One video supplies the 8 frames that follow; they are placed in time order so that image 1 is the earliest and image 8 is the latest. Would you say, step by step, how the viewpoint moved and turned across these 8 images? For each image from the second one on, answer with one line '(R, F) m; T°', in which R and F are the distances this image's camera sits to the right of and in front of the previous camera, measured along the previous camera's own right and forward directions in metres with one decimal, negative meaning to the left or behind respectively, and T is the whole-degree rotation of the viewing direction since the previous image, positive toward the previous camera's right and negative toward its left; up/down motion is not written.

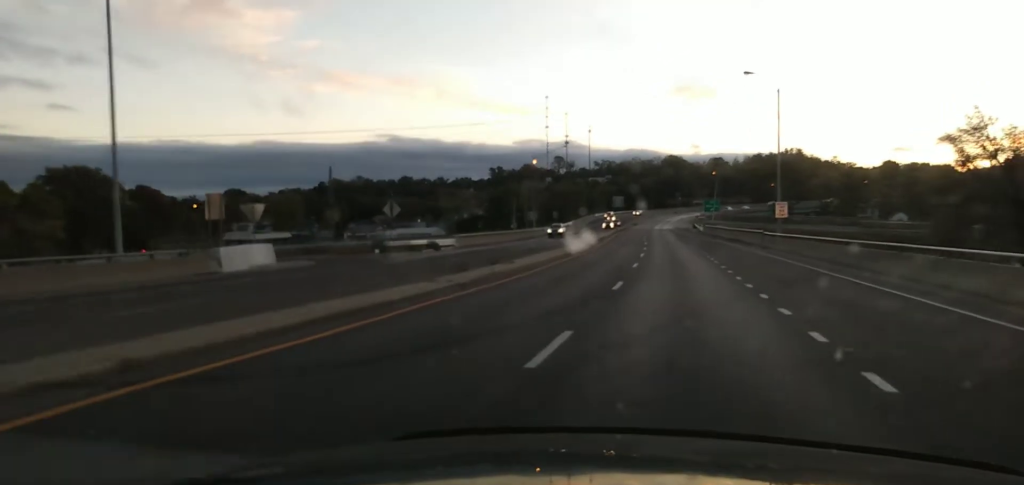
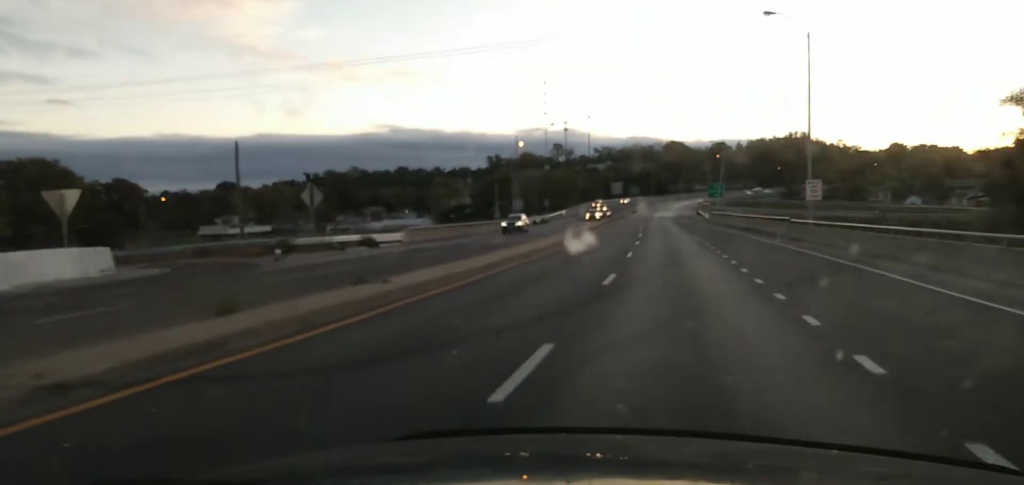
(0.0, +13.9) m; 0°
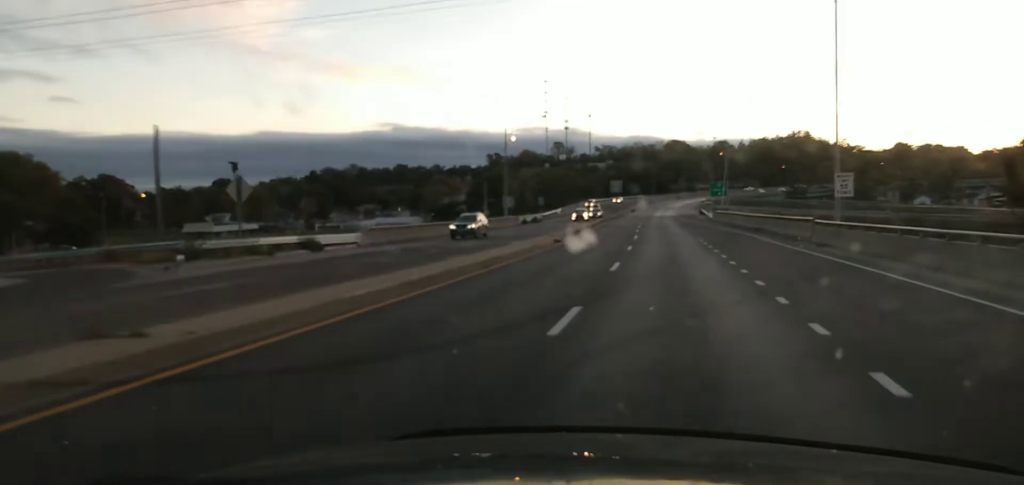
(-0.2, +8.7) m; 0°
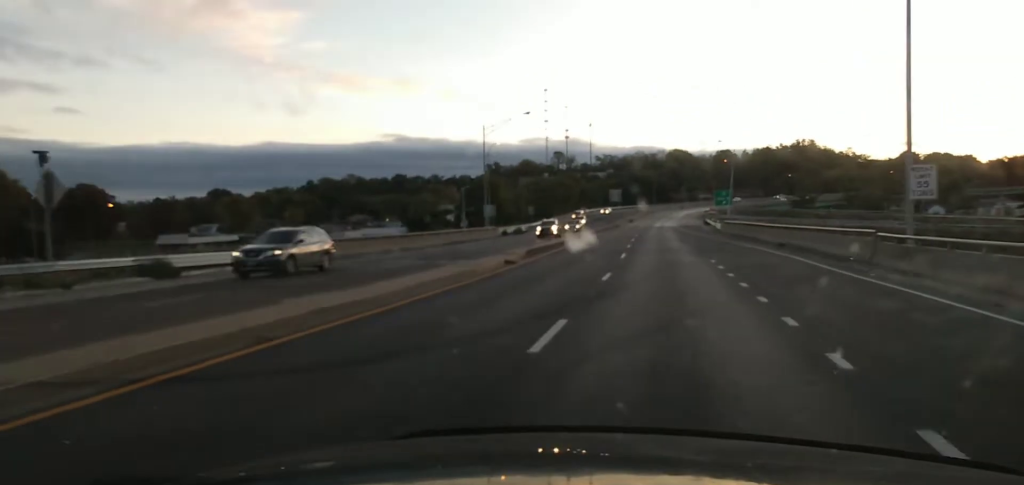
(+0.1, +13.7) m; 0°
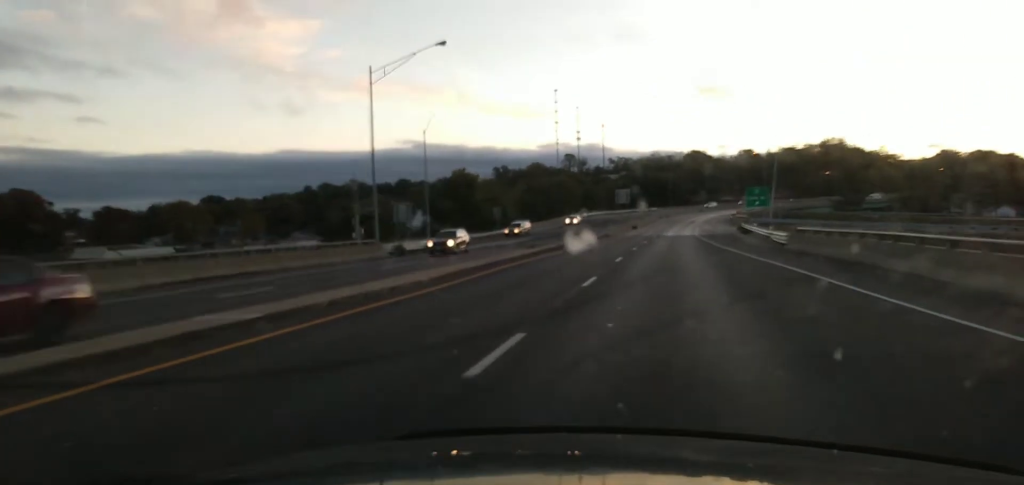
(+0.2, +38.8) m; 0°
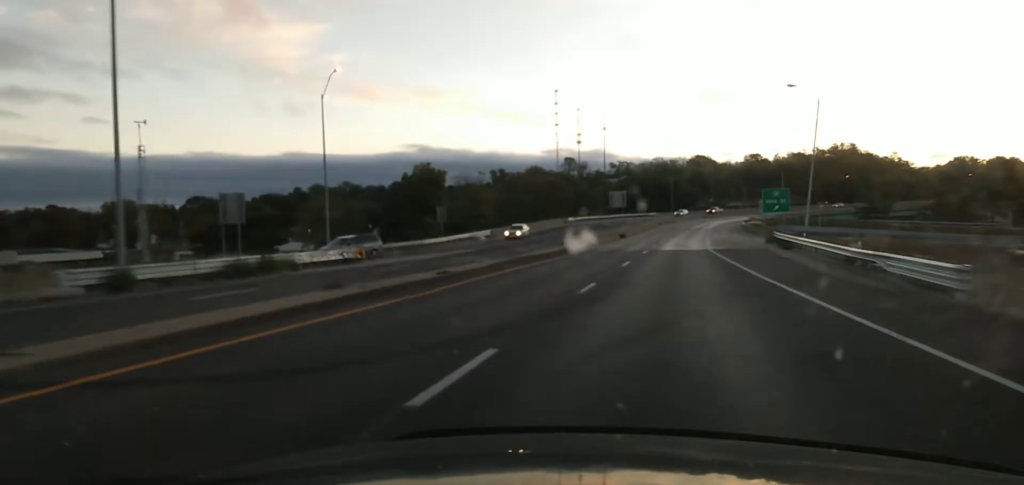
(0.0, +24.5) m; 0°
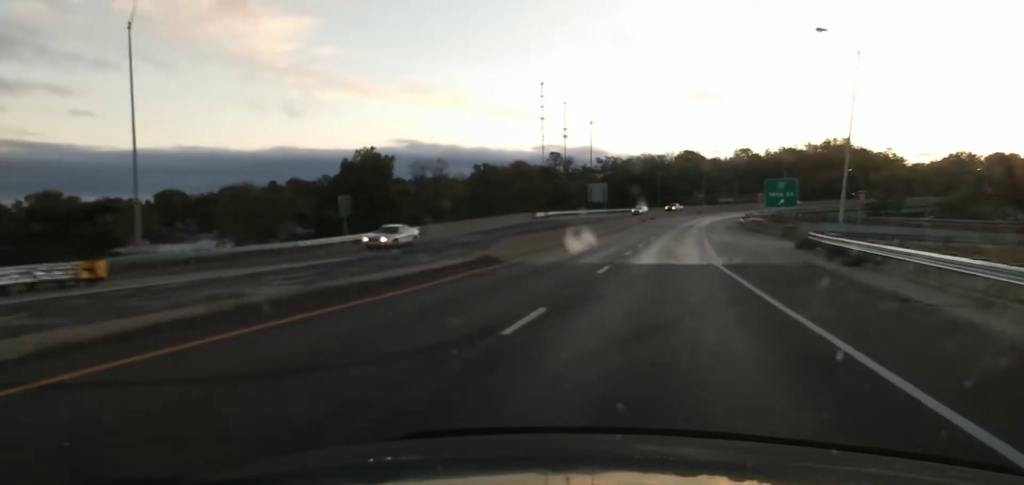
(0.0, +20.1) m; 0°
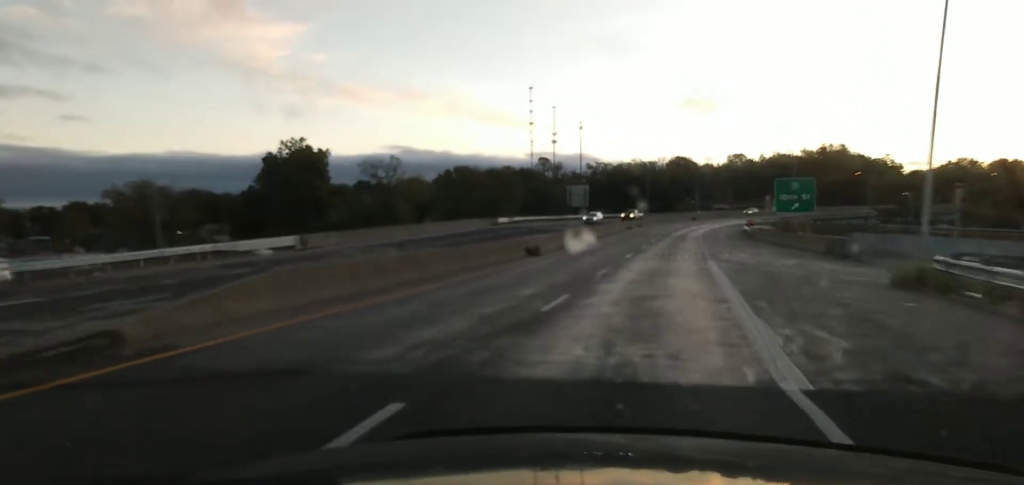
(+0.1, +19.7) m; +1°
